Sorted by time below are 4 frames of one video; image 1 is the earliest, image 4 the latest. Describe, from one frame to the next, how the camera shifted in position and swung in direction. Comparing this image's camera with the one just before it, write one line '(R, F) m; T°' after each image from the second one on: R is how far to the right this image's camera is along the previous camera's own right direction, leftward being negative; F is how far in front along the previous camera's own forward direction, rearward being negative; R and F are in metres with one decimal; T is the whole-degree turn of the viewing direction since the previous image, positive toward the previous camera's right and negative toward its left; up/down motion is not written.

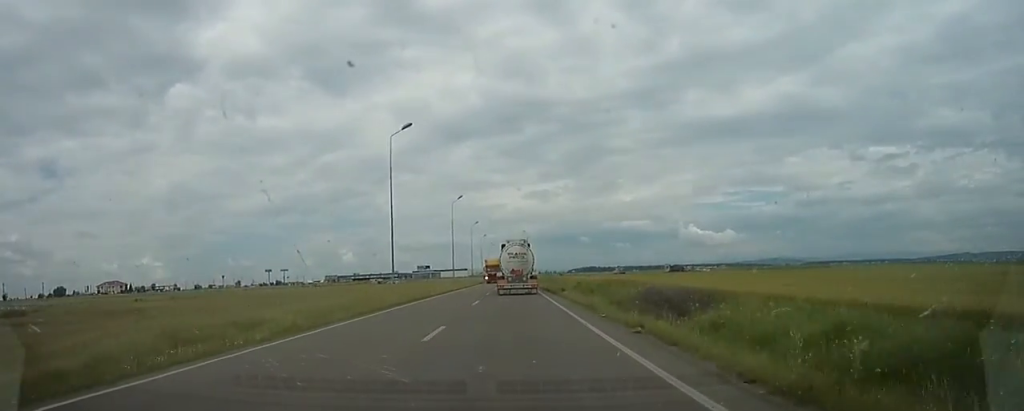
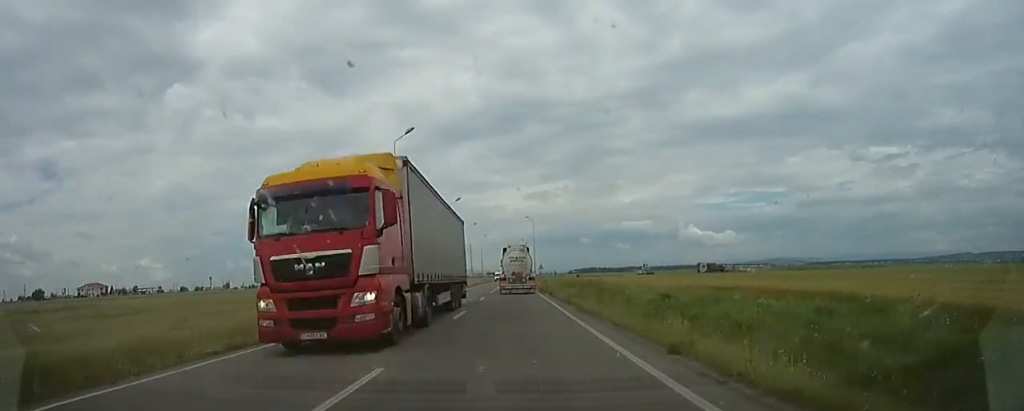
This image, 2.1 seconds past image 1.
(0.0, +31.2) m; 0°
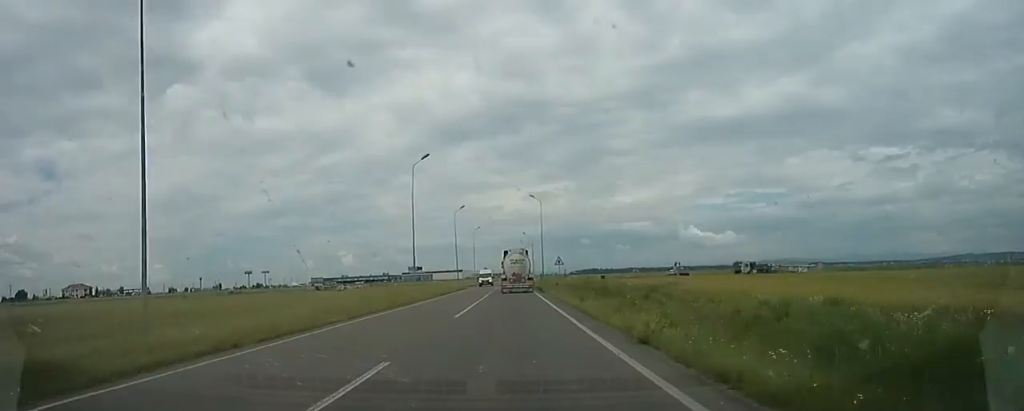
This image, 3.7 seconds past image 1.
(0.0, +25.0) m; 0°
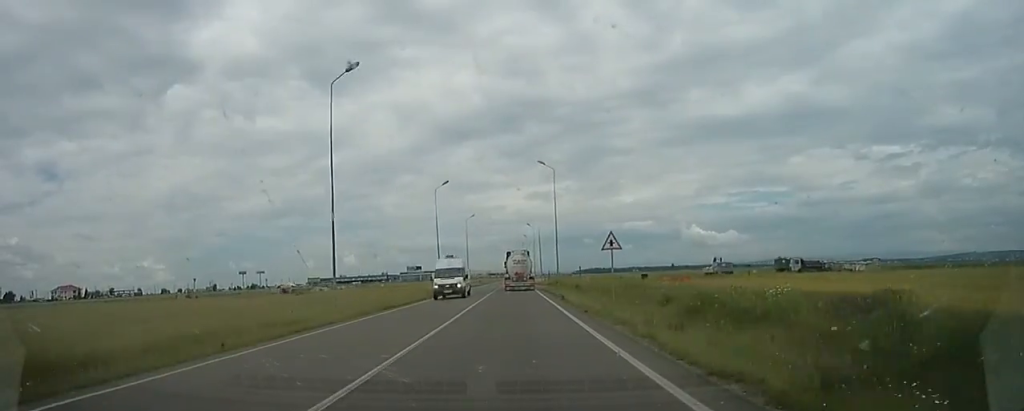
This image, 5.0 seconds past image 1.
(0.0, +19.3) m; 0°
